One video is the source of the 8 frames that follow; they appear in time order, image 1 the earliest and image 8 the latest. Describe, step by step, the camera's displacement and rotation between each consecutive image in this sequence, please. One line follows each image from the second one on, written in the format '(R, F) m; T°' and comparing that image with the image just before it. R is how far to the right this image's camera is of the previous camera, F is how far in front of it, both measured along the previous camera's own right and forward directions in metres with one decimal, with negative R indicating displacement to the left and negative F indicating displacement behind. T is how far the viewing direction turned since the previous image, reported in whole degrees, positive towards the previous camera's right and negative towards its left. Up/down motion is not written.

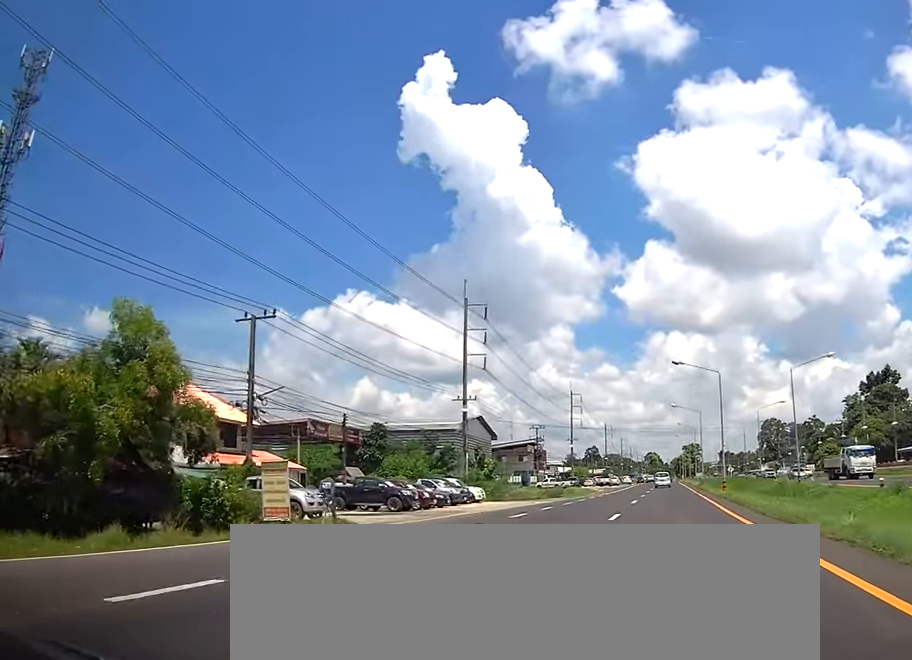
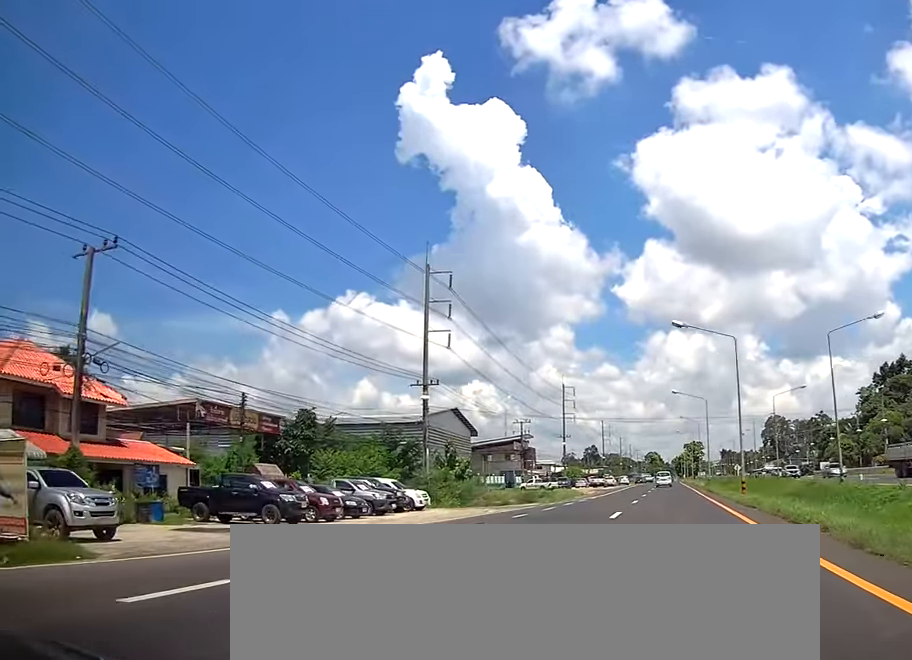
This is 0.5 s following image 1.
(0.0, +12.0) m; 0°
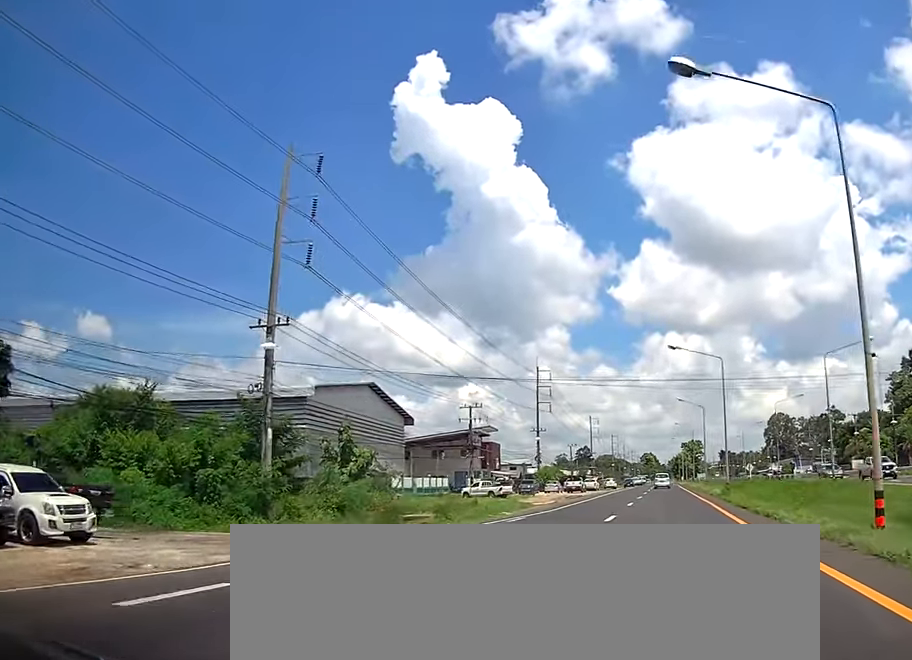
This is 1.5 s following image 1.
(+0.1, +23.9) m; 0°
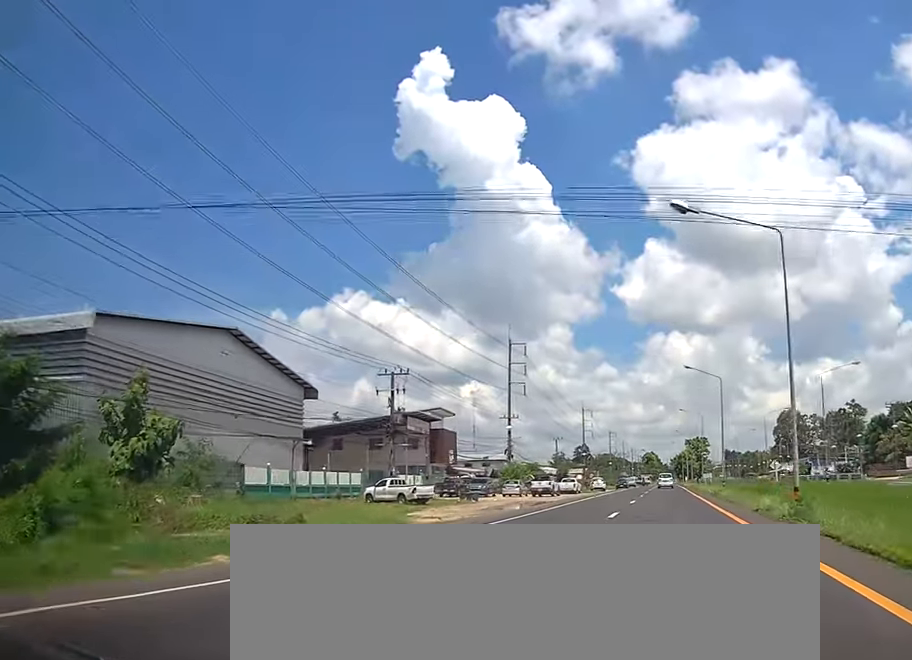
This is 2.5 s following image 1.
(0.0, +22.3) m; 0°
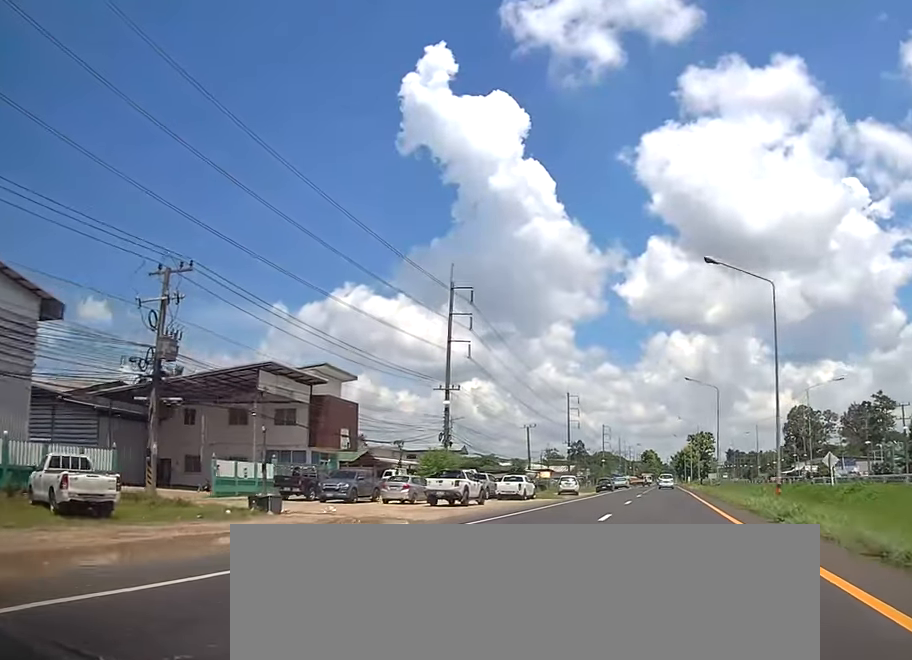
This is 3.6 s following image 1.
(0.0, +27.4) m; 0°
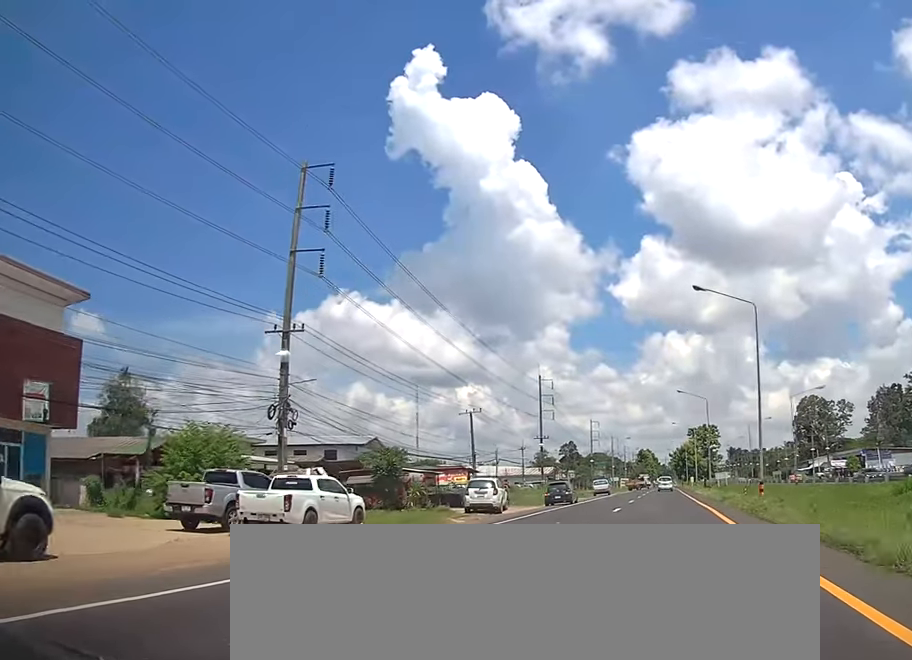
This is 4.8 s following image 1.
(0.0, +28.7) m; 0°
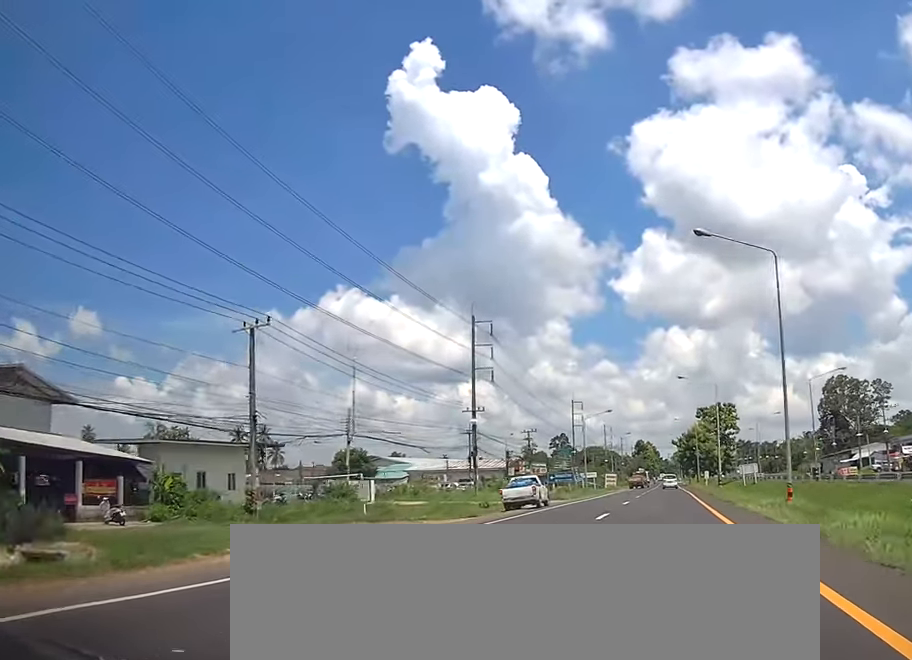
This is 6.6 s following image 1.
(0.0, +43.5) m; 0°
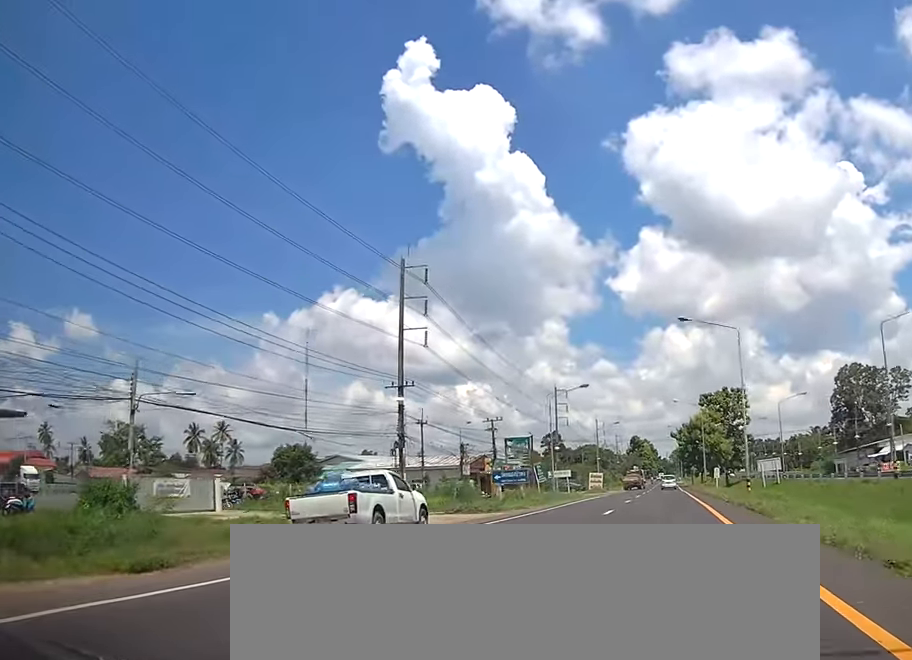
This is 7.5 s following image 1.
(0.0, +20.9) m; 0°
